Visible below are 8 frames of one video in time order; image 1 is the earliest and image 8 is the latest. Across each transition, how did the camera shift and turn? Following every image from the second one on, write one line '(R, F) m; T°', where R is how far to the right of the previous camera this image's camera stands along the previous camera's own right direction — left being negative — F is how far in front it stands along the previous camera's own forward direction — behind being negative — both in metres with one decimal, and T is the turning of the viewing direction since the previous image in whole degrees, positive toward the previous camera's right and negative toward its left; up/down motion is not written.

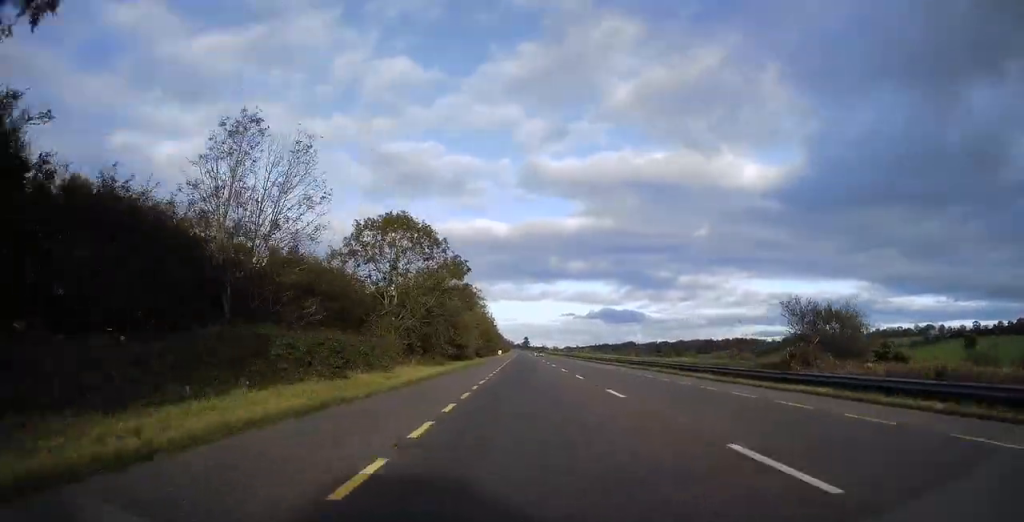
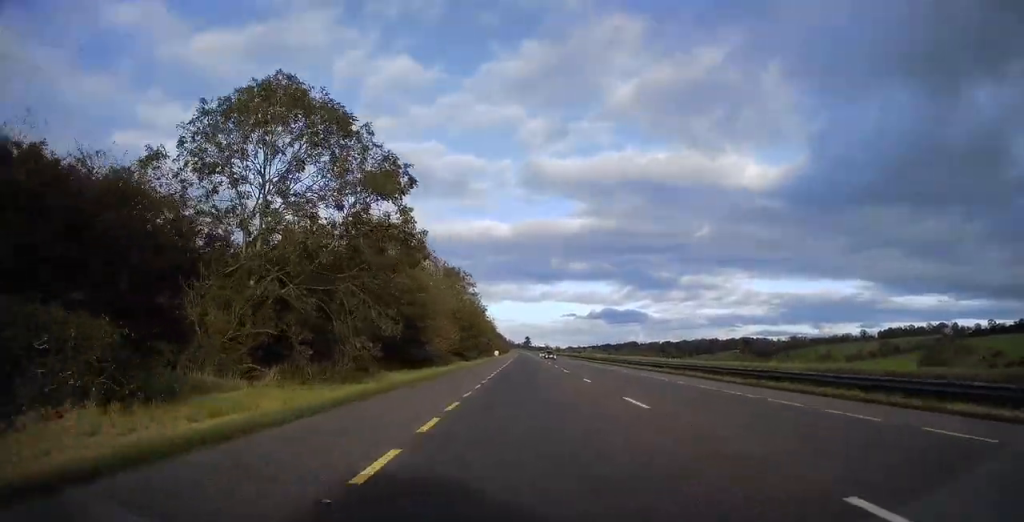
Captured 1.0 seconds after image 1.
(+0.2, +27.1) m; 0°
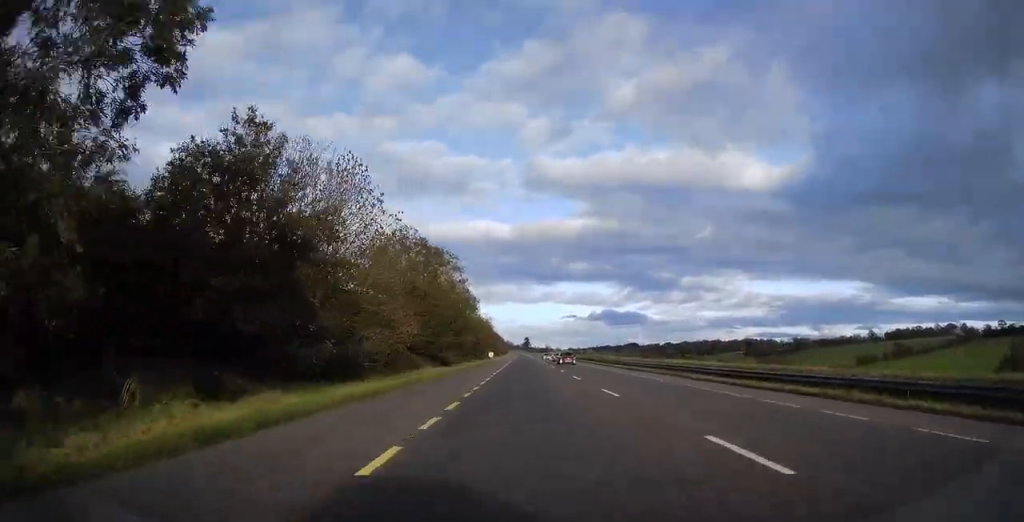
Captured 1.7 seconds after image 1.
(-0.1, +19.7) m; 0°
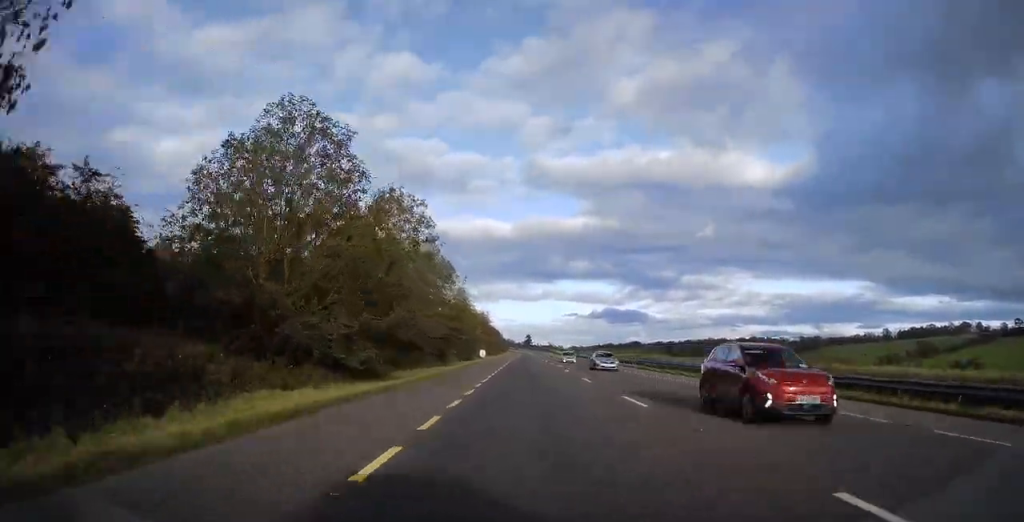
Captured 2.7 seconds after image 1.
(0.0, +28.2) m; 0°
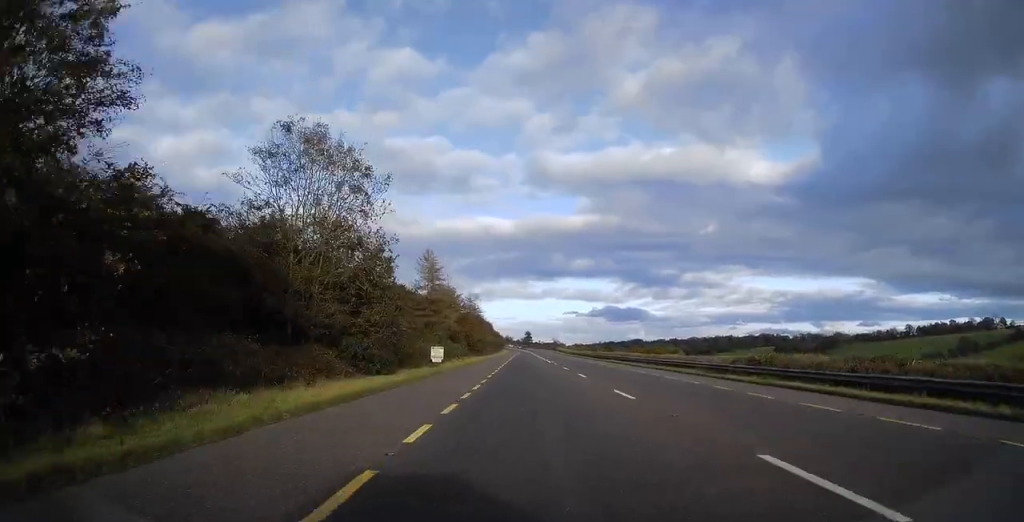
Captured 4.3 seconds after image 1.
(-0.1, +46.1) m; 0°
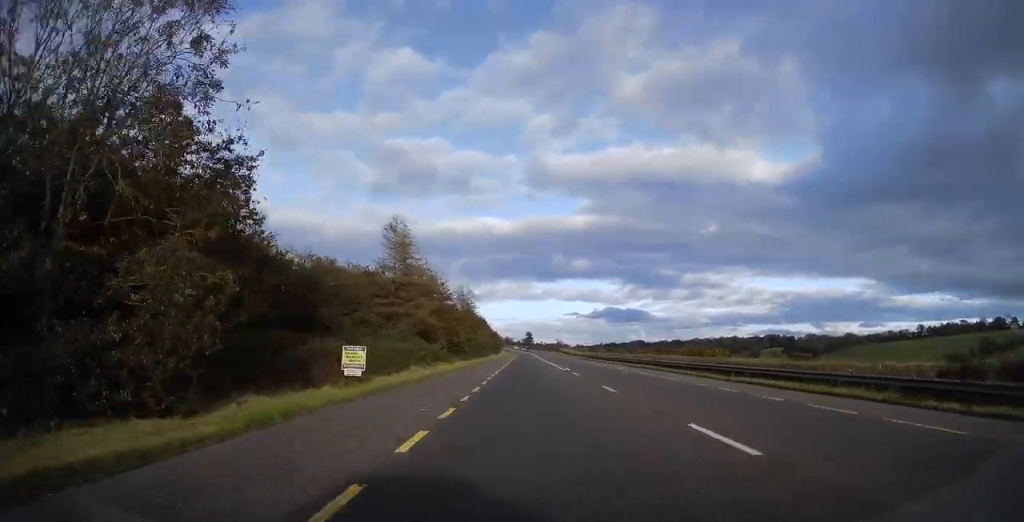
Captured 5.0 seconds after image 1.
(+0.3, +20.7) m; 0°
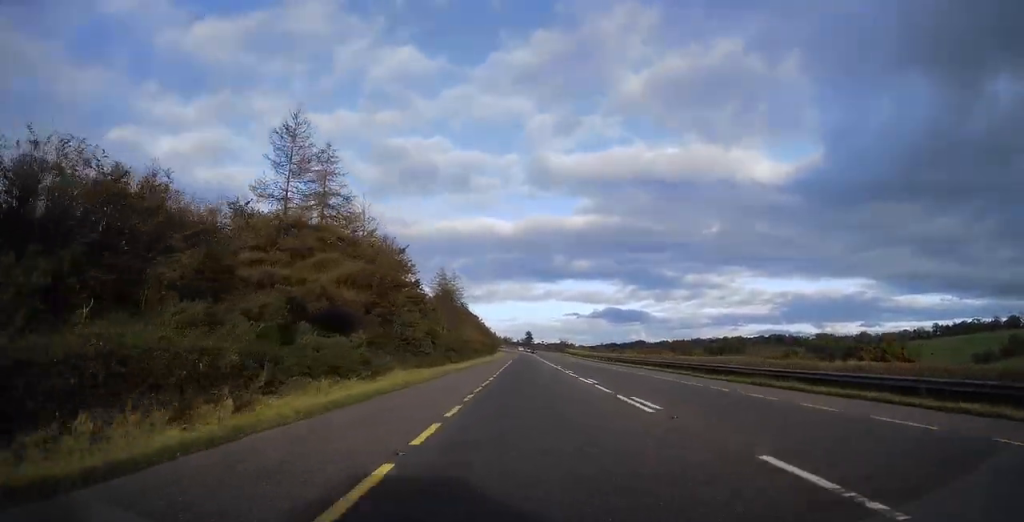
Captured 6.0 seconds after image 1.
(-0.4, +27.3) m; 0°
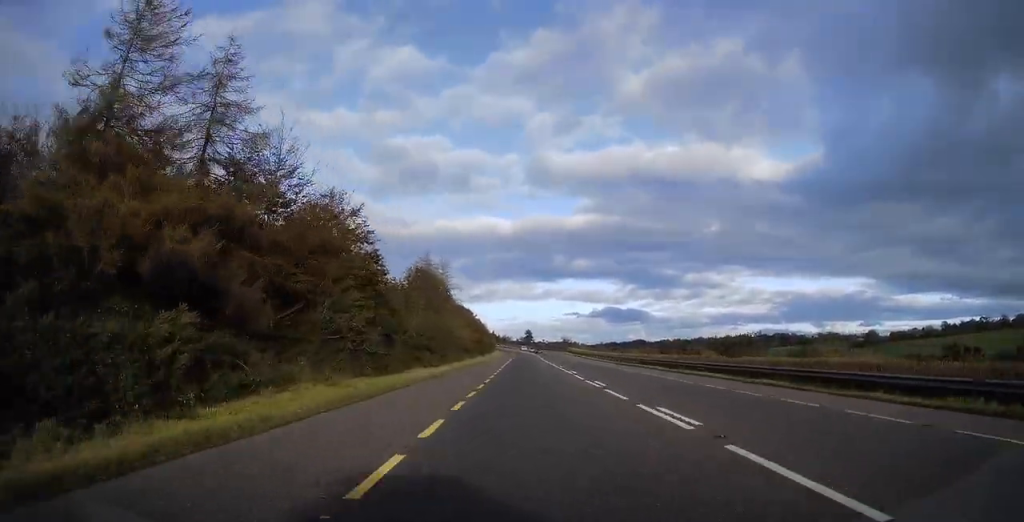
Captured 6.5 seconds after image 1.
(+0.1, +15.0) m; 0°
